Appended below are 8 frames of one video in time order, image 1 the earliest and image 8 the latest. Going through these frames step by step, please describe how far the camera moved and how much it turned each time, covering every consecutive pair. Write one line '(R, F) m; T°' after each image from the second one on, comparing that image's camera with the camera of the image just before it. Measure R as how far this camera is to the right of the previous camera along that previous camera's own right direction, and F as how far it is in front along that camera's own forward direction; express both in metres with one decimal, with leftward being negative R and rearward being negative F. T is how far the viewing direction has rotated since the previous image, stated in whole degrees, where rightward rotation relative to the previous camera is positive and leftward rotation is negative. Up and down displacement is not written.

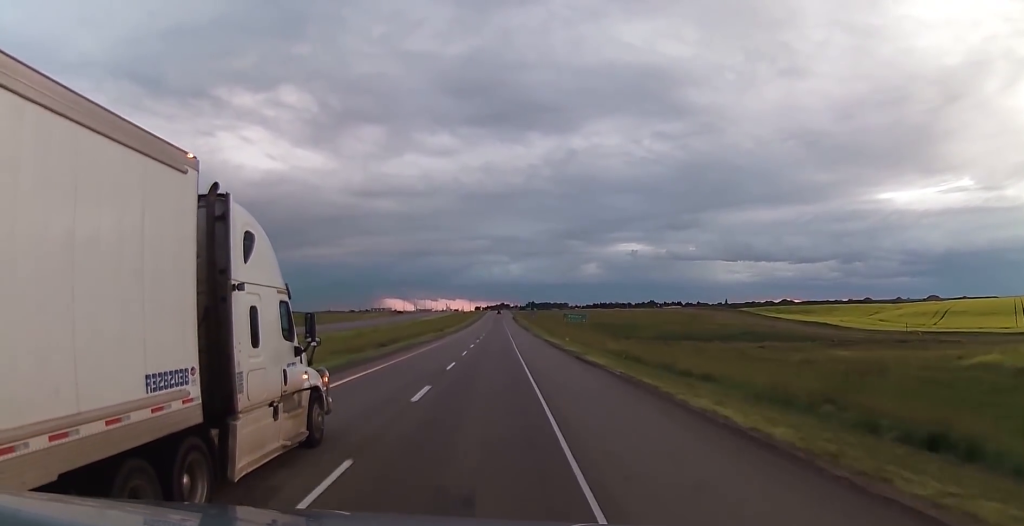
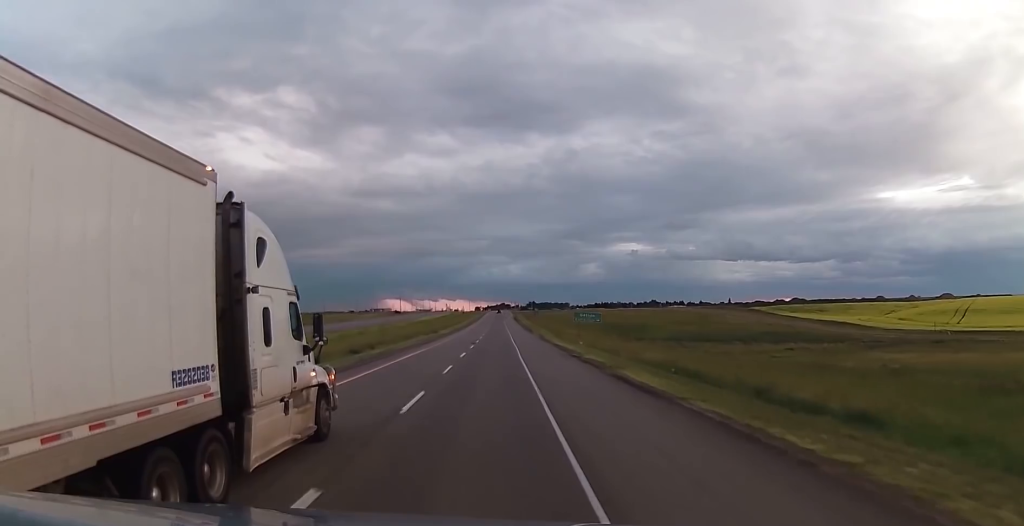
(-0.1, +14.5) m; 0°
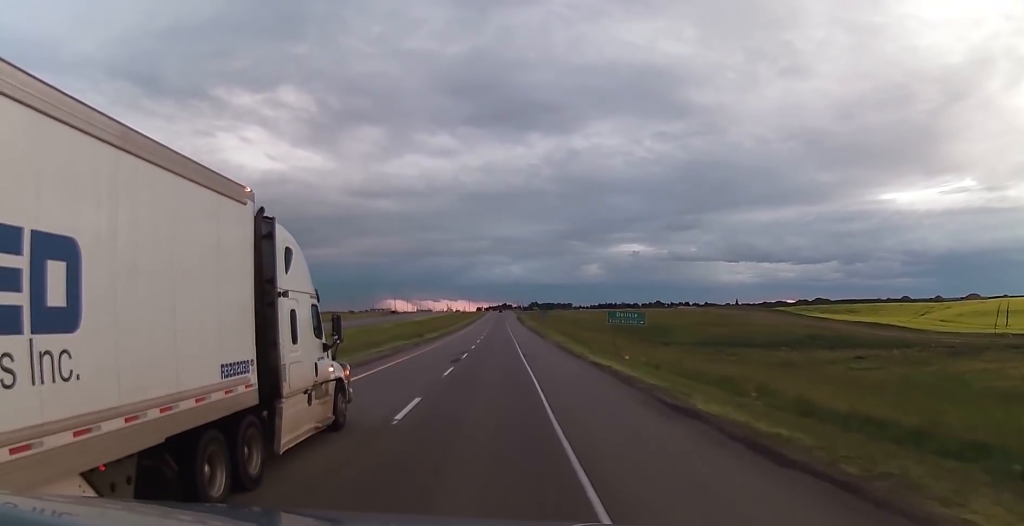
(-0.2, +26.5) m; 0°
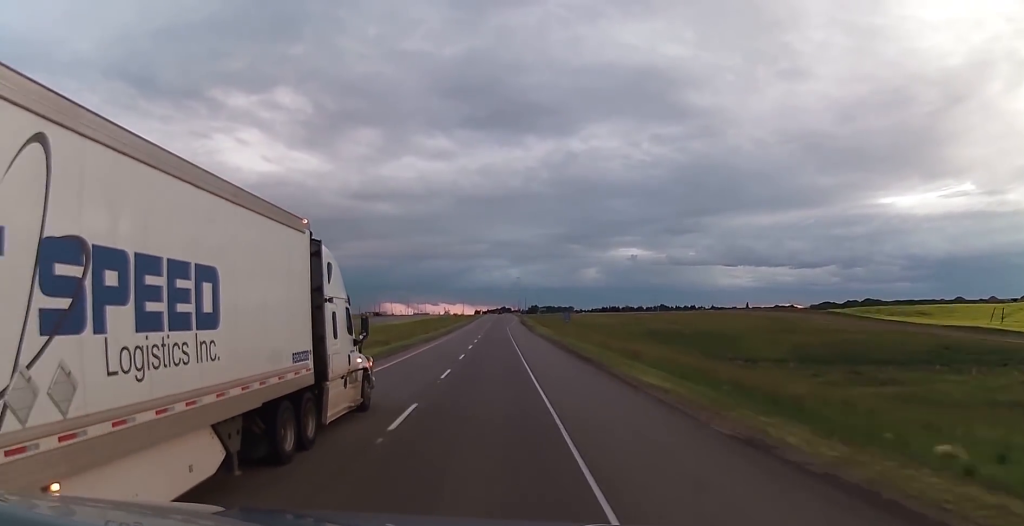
(0.0, +50.8) m; -1°
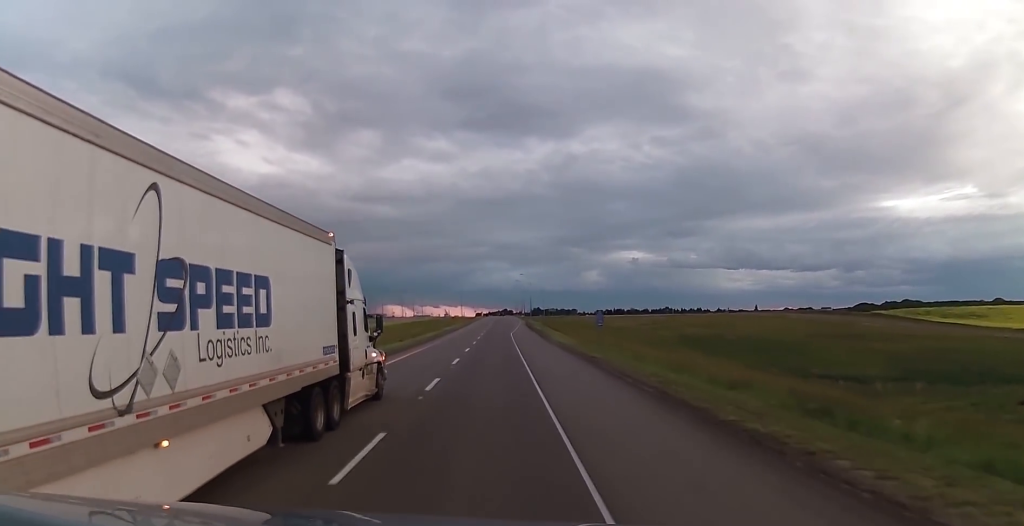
(-0.5, +30.4) m; 0°
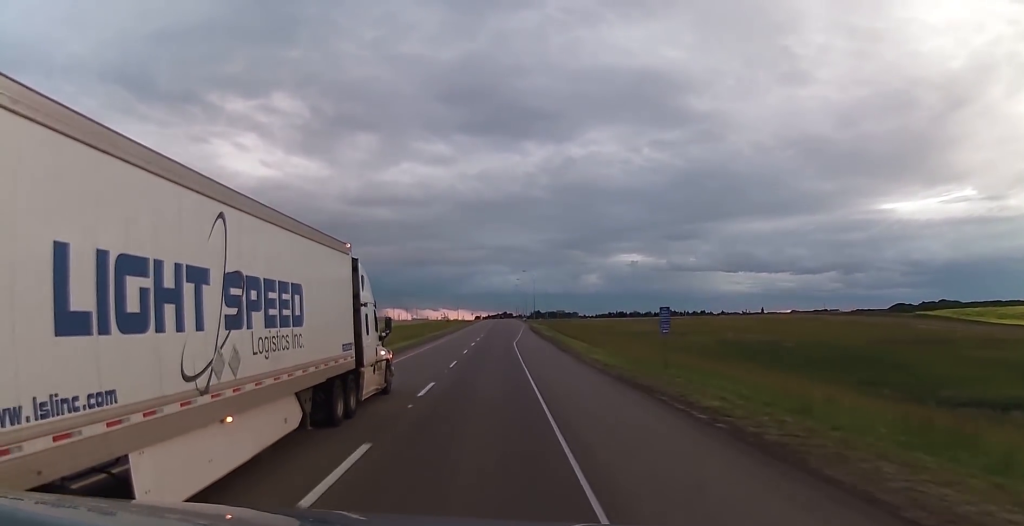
(+0.5, +26.6) m; +2°
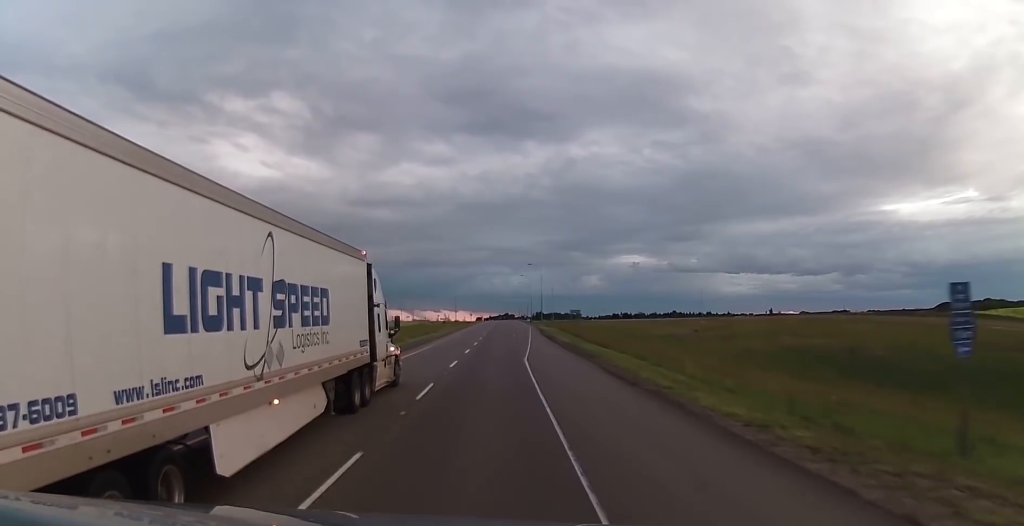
(+0.4, +25.2) m; 0°
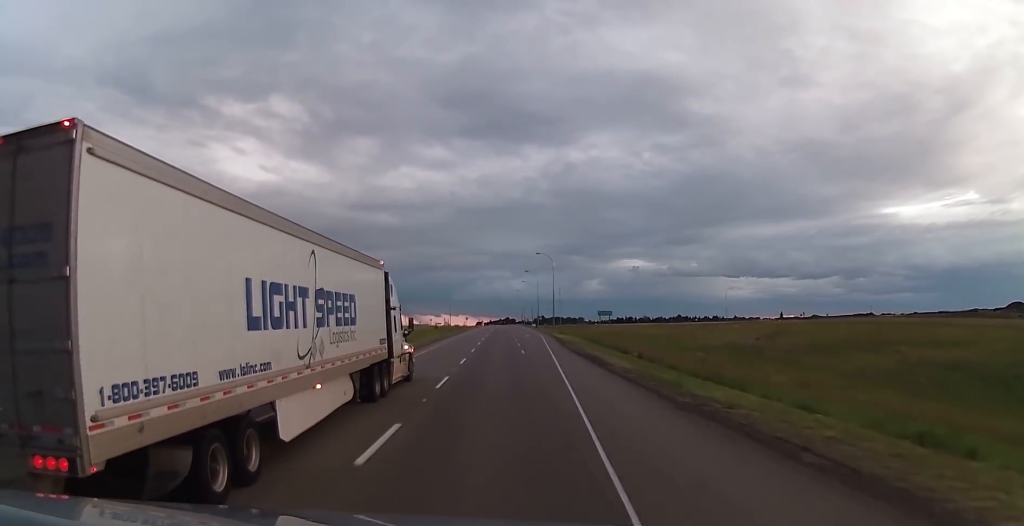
(-0.5, +33.7) m; -1°
